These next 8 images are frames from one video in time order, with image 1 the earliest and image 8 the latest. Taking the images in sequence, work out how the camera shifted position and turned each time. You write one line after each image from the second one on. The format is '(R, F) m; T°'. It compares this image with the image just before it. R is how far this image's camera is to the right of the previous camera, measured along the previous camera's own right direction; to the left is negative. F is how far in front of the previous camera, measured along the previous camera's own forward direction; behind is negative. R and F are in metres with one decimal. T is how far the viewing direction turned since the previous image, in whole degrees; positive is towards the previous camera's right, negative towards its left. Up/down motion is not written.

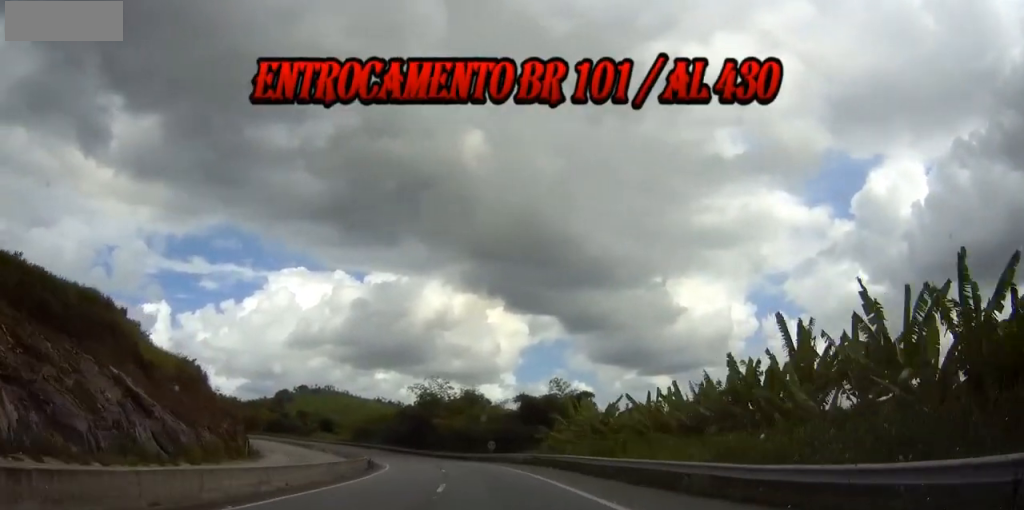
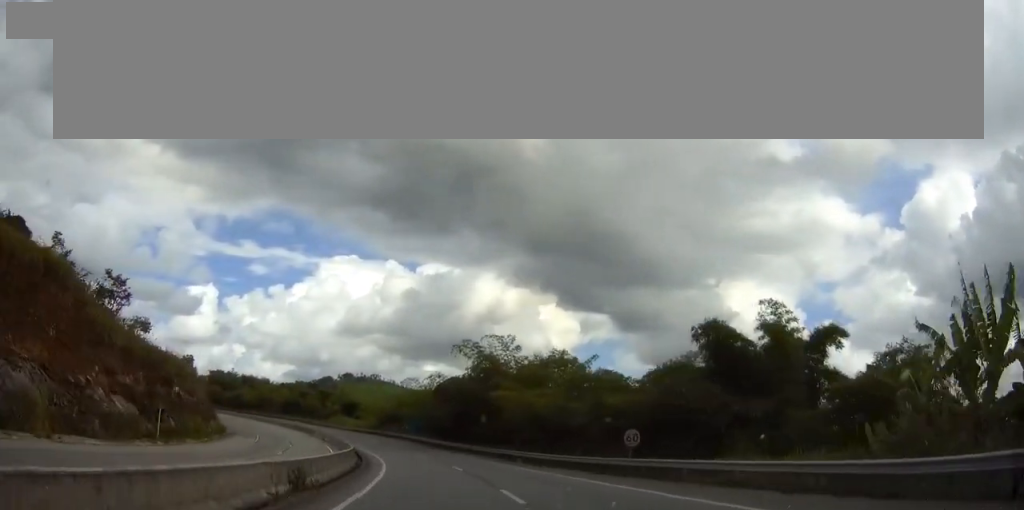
(-1.6, +38.0) m; -4°
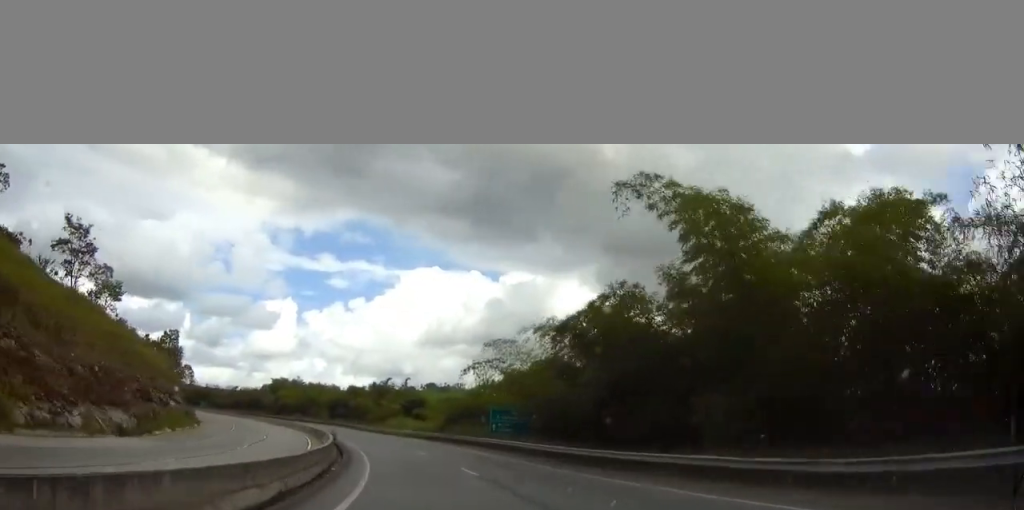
(-1.7, +41.7) m; -6°
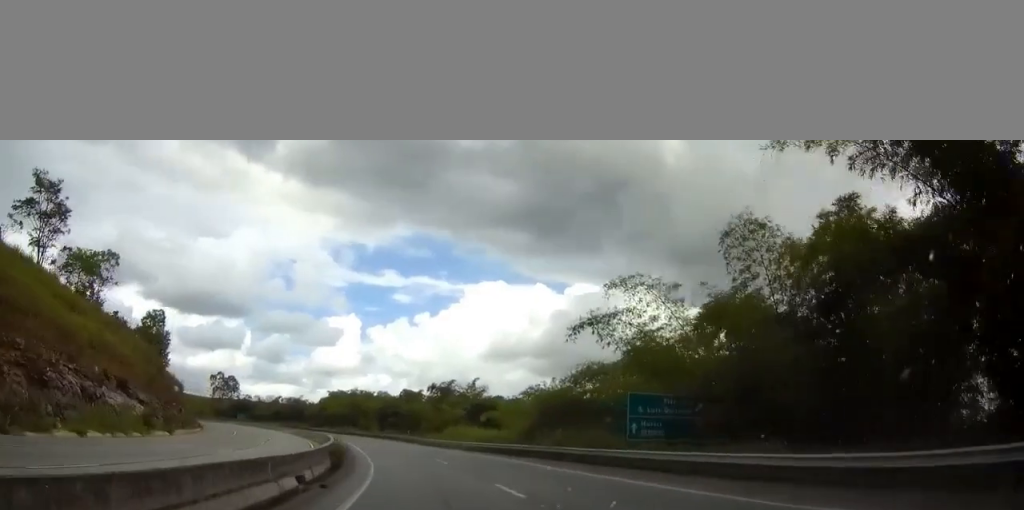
(-1.2, +23.7) m; -5°
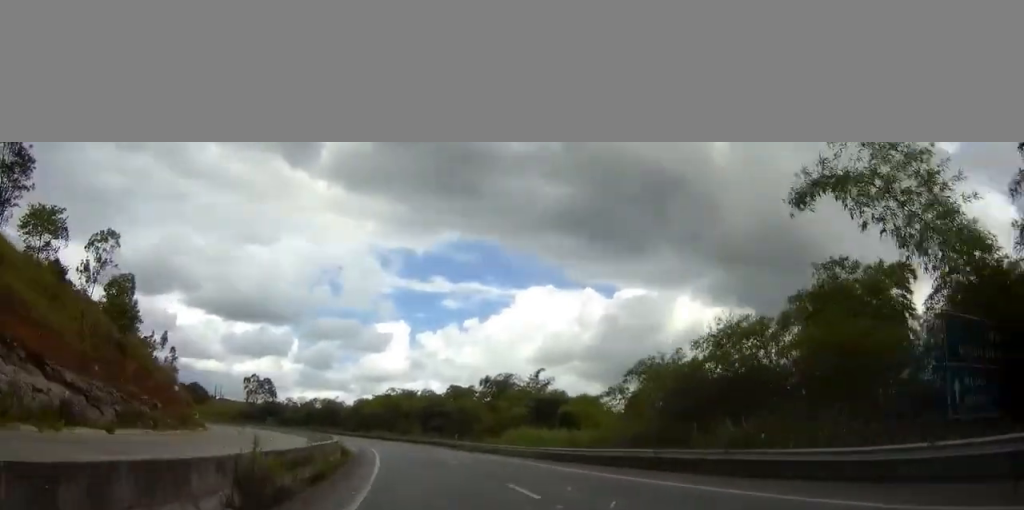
(-0.8, +17.4) m; -4°
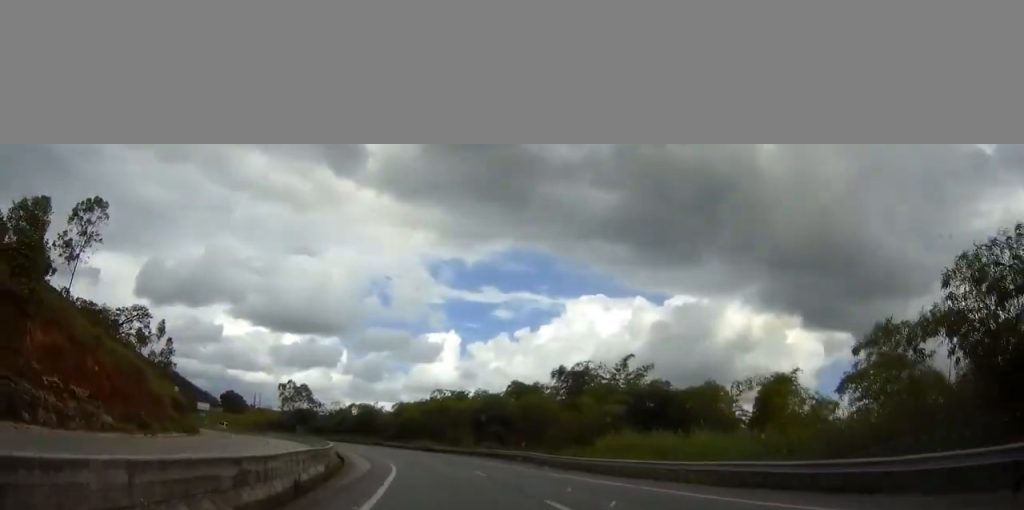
(-0.7, +20.1) m; -4°
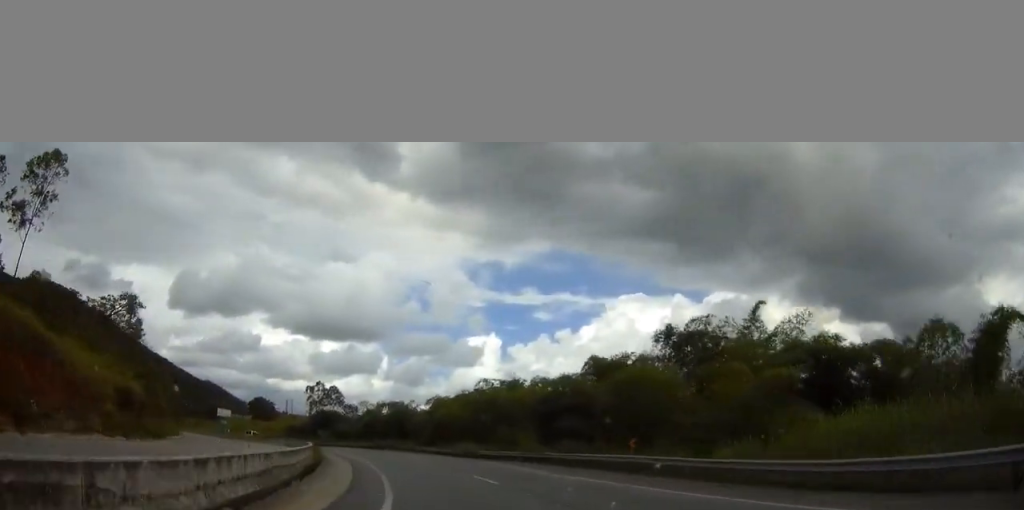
(-0.6, +21.1) m; -4°
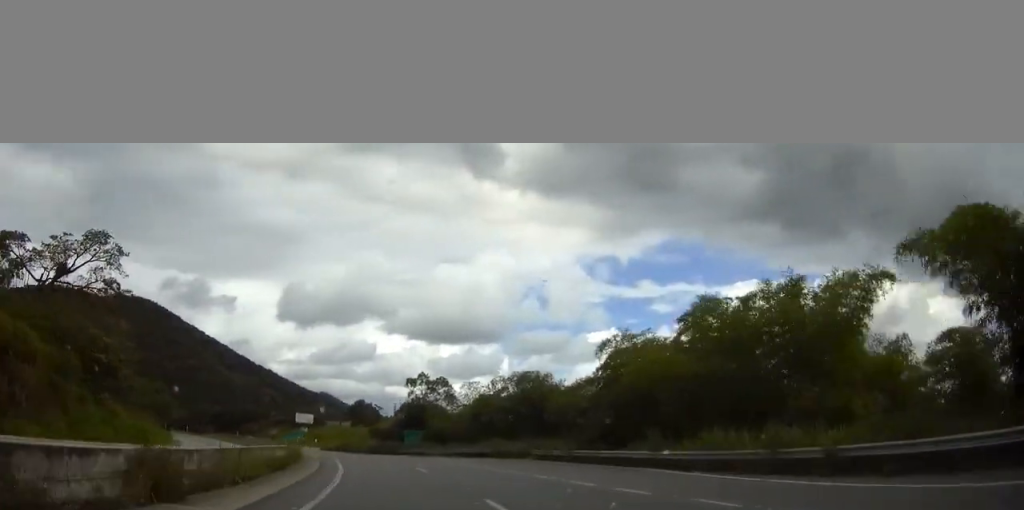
(-4.0, +44.3) m; -10°
